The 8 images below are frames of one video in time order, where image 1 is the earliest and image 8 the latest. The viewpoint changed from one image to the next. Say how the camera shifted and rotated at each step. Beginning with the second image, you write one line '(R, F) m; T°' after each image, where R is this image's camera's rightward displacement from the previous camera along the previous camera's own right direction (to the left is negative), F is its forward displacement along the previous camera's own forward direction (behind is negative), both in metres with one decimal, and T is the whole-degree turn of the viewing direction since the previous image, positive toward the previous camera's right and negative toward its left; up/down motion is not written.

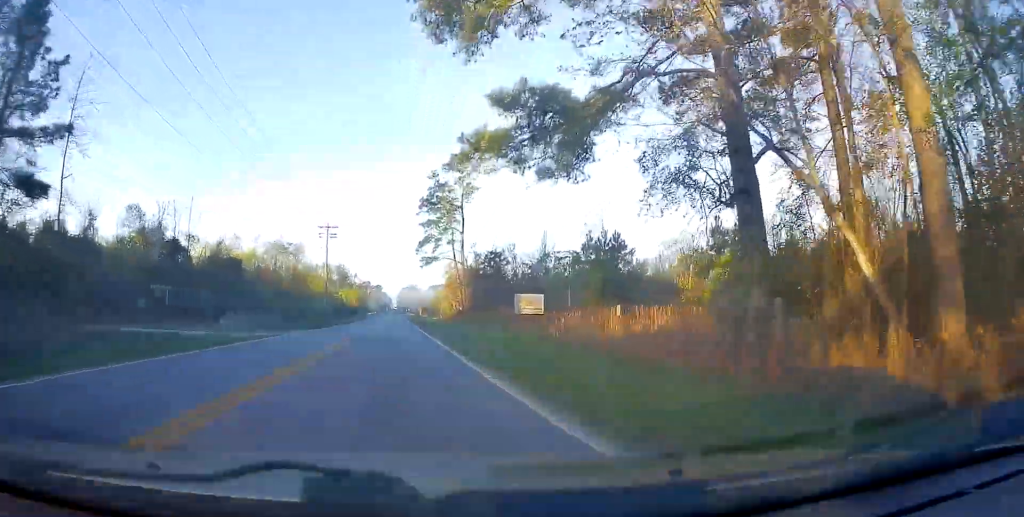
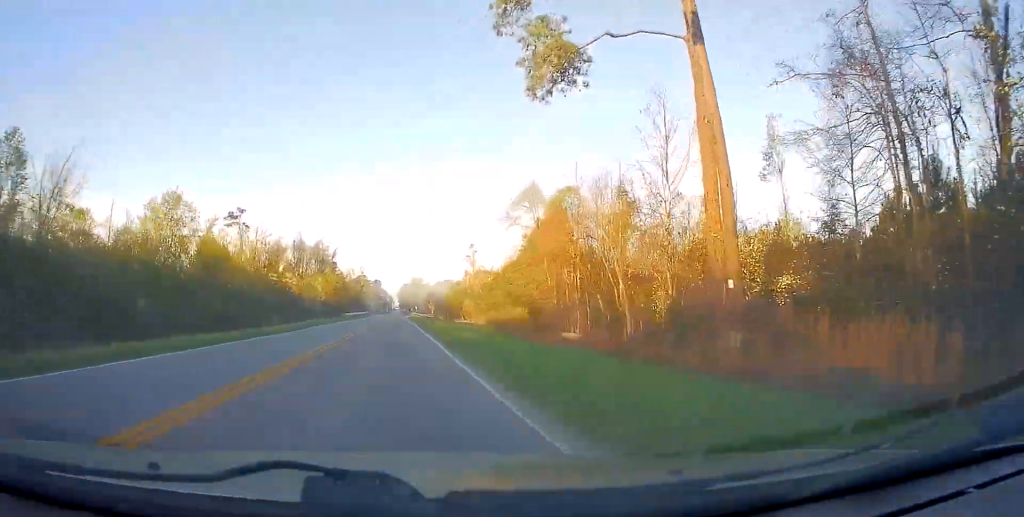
(-0.9, +77.7) m; 0°
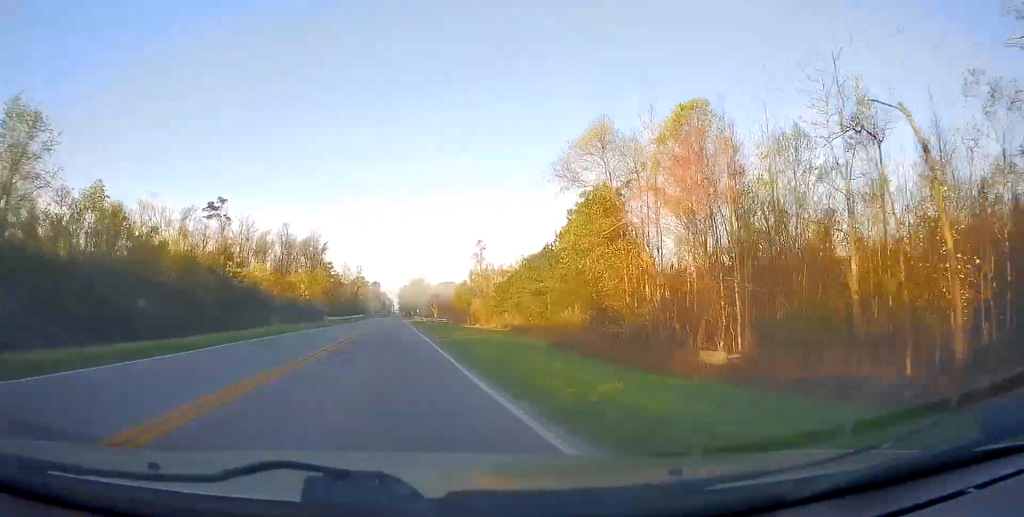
(+0.1, +17.9) m; 0°
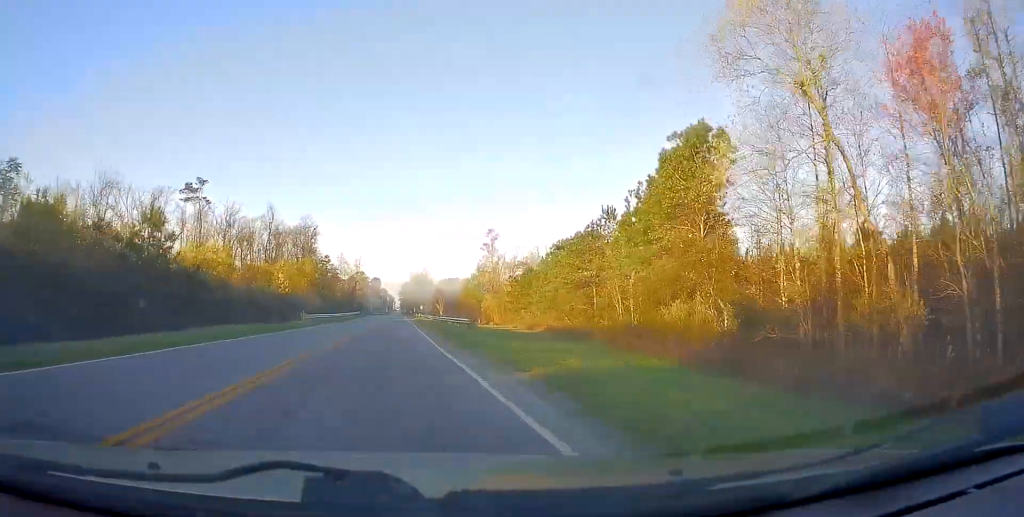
(+0.1, +17.4) m; 0°
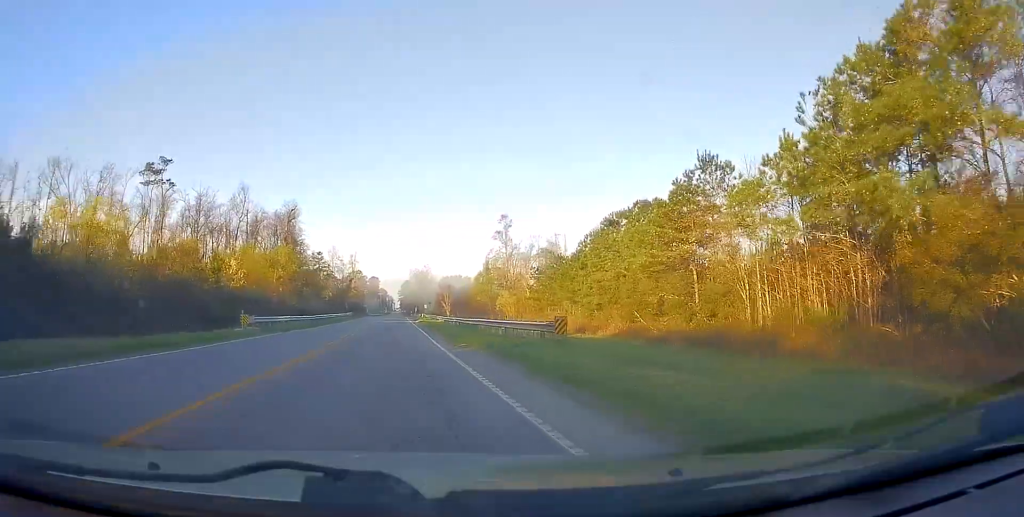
(-0.1, +20.9) m; -1°
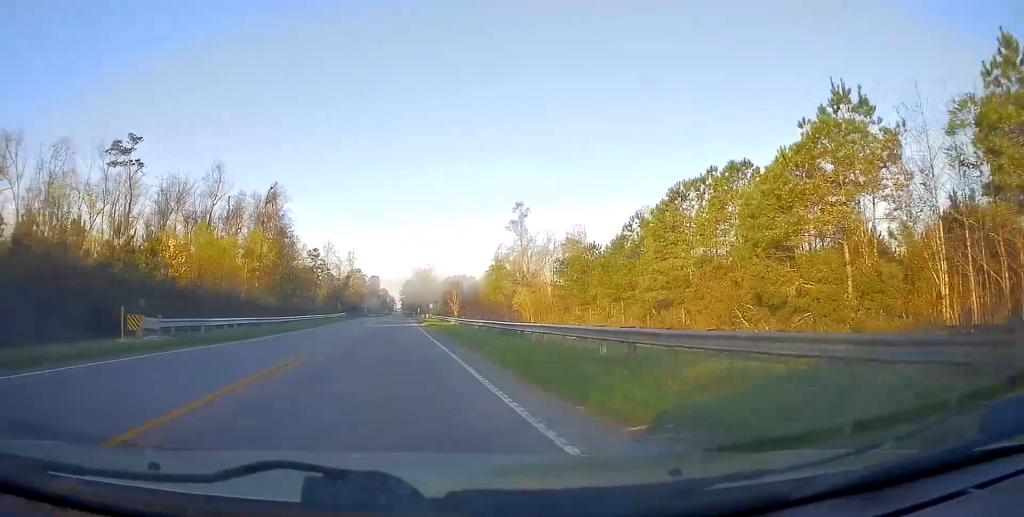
(-0.1, +14.8) m; 0°
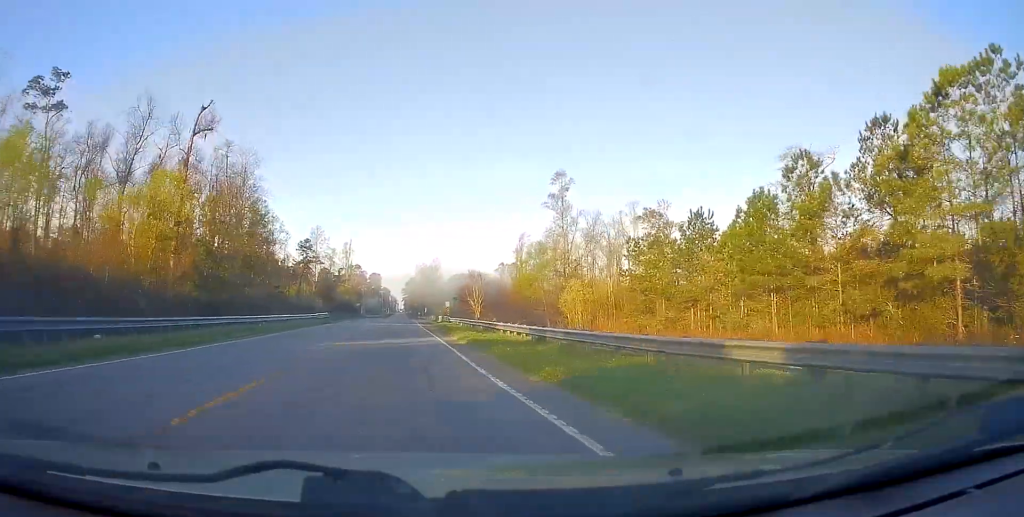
(0.0, +27.1) m; +1°
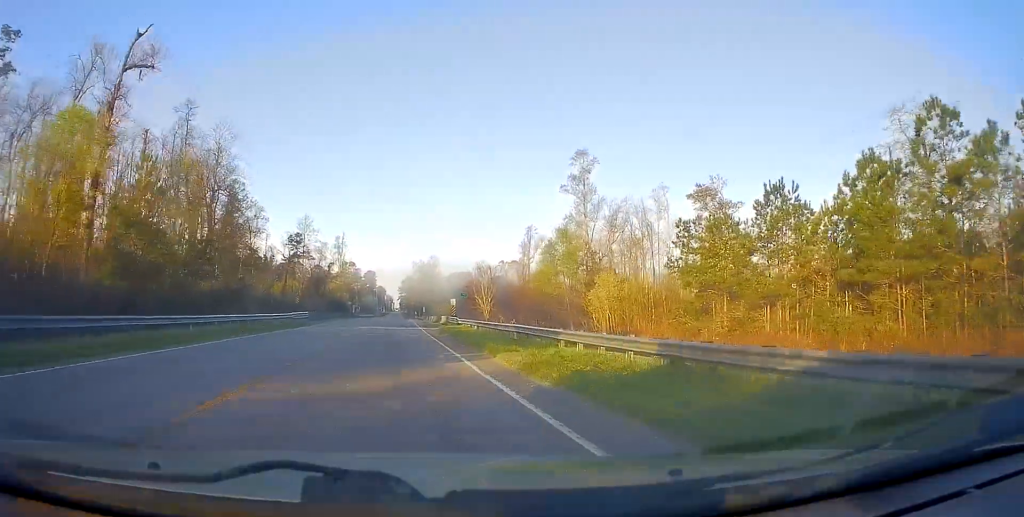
(+0.3, +12.2) m; 0°
